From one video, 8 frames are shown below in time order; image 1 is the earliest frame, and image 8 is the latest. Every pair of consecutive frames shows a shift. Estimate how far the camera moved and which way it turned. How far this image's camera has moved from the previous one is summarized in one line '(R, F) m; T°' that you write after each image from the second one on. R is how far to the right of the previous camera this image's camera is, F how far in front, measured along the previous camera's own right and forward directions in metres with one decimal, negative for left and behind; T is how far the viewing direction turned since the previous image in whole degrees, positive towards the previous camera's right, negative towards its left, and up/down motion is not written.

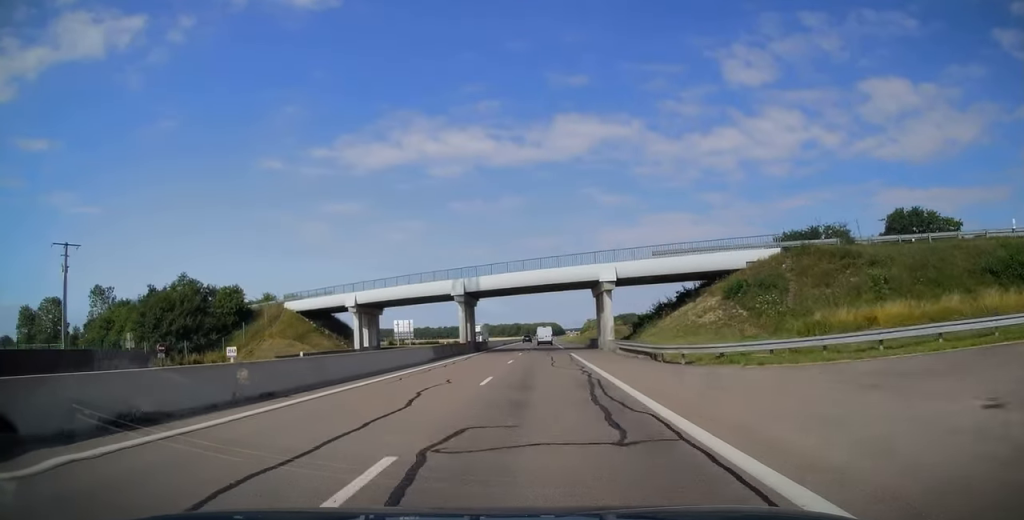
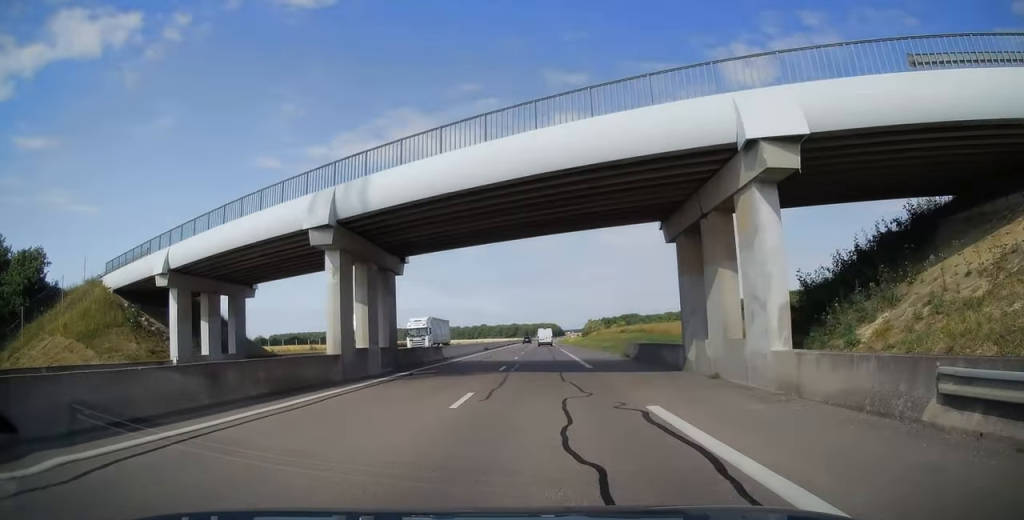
(0.0, +30.8) m; 0°
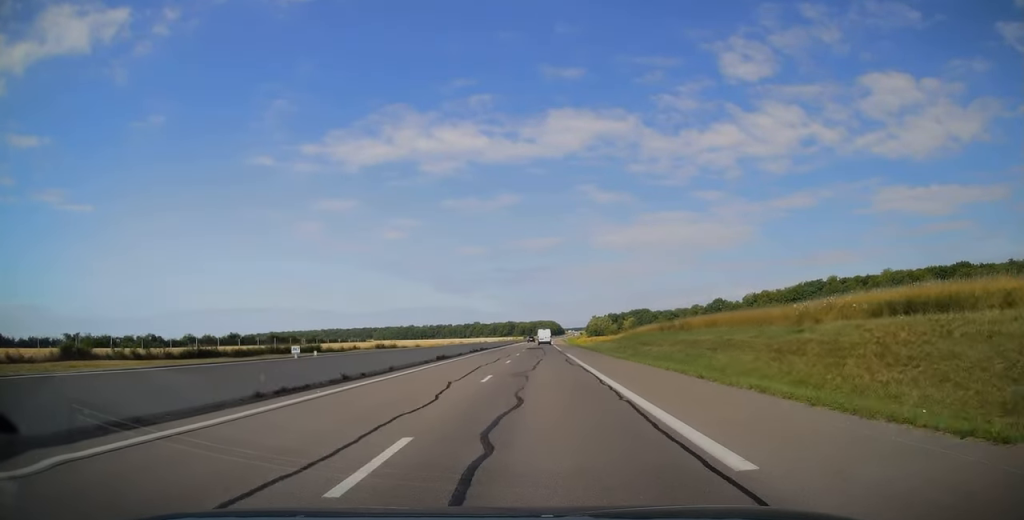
(-0.1, +70.8) m; 0°
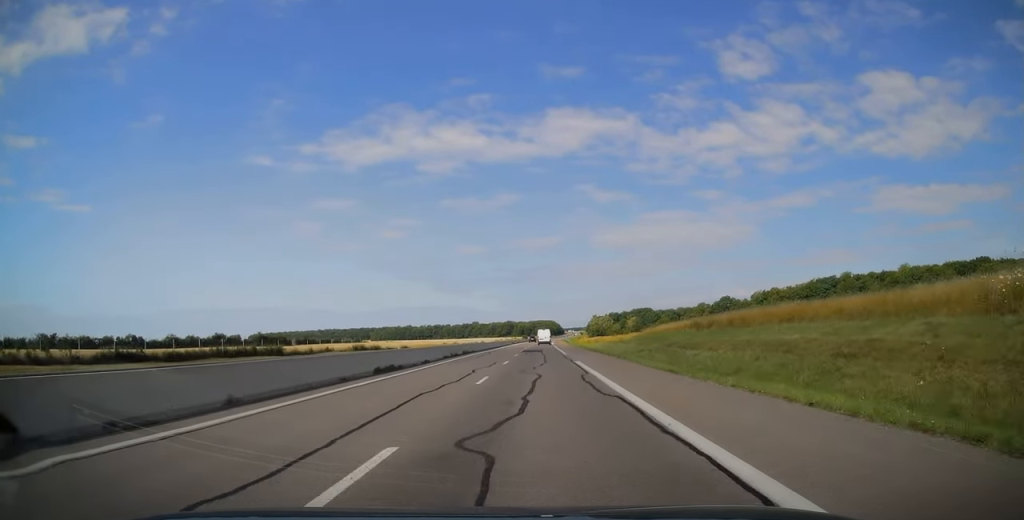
(0.0, +13.6) m; 0°
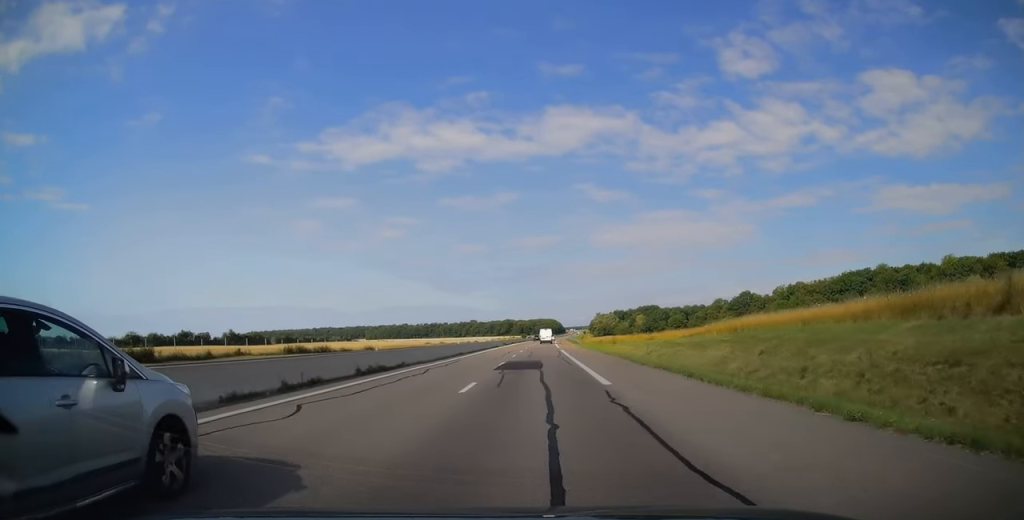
(0.0, +28.7) m; 0°
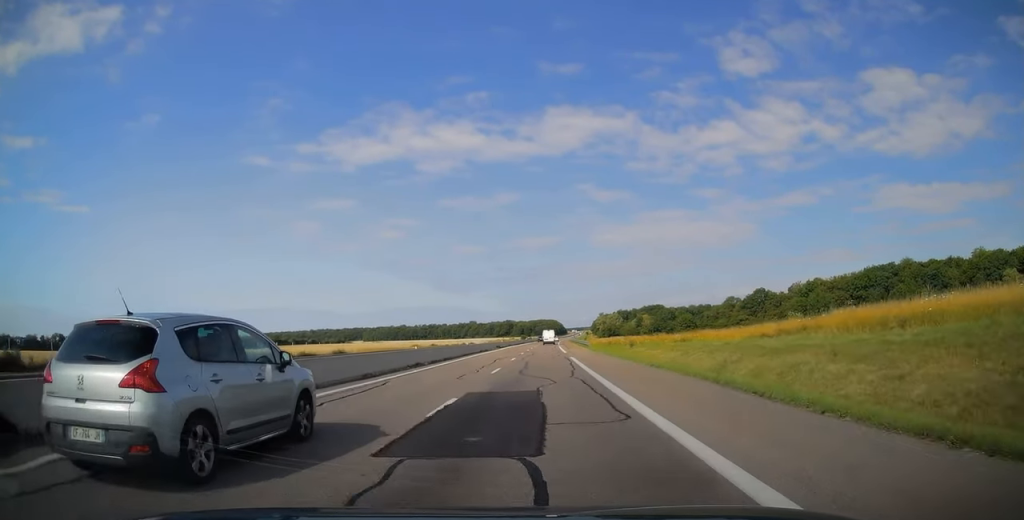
(0.0, +16.9) m; 0°
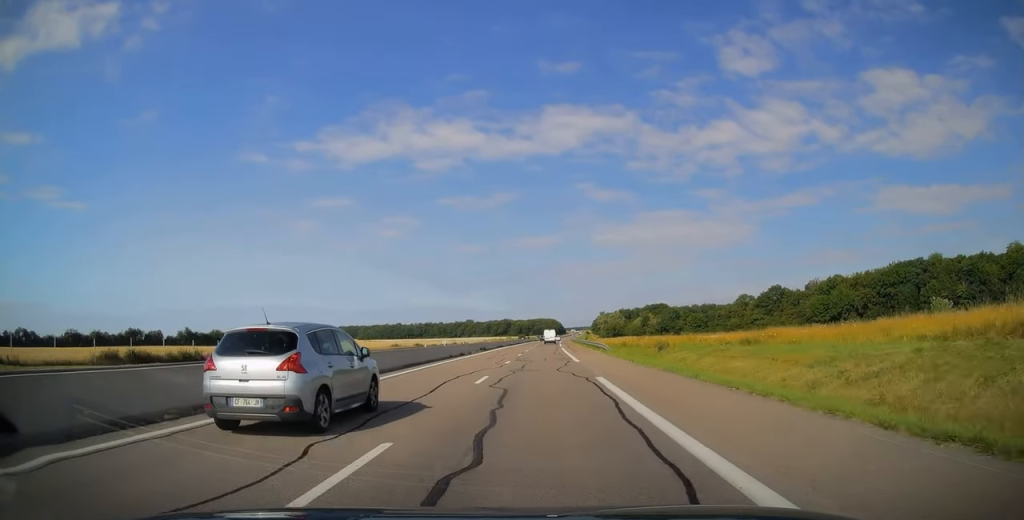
(0.0, +18.2) m; 0°
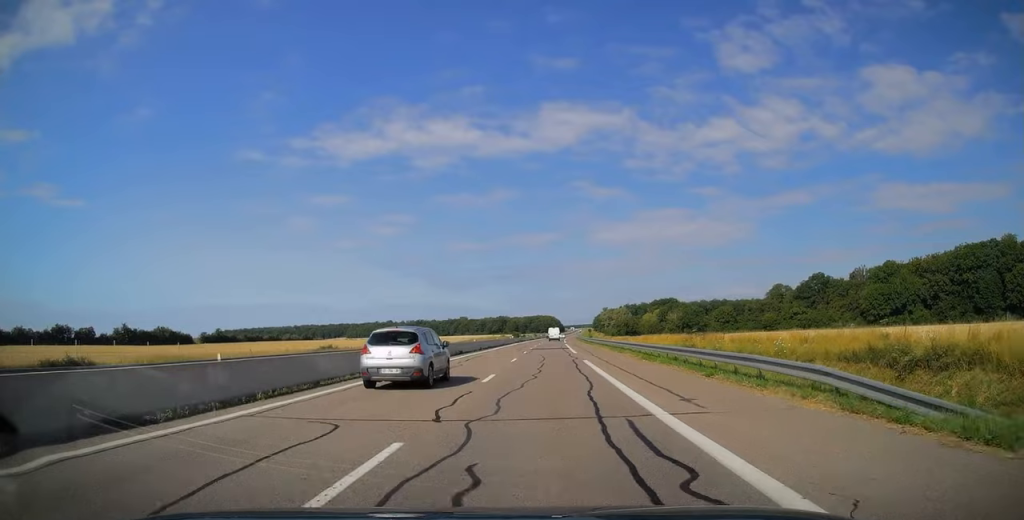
(0.0, +37.8) m; +1°
